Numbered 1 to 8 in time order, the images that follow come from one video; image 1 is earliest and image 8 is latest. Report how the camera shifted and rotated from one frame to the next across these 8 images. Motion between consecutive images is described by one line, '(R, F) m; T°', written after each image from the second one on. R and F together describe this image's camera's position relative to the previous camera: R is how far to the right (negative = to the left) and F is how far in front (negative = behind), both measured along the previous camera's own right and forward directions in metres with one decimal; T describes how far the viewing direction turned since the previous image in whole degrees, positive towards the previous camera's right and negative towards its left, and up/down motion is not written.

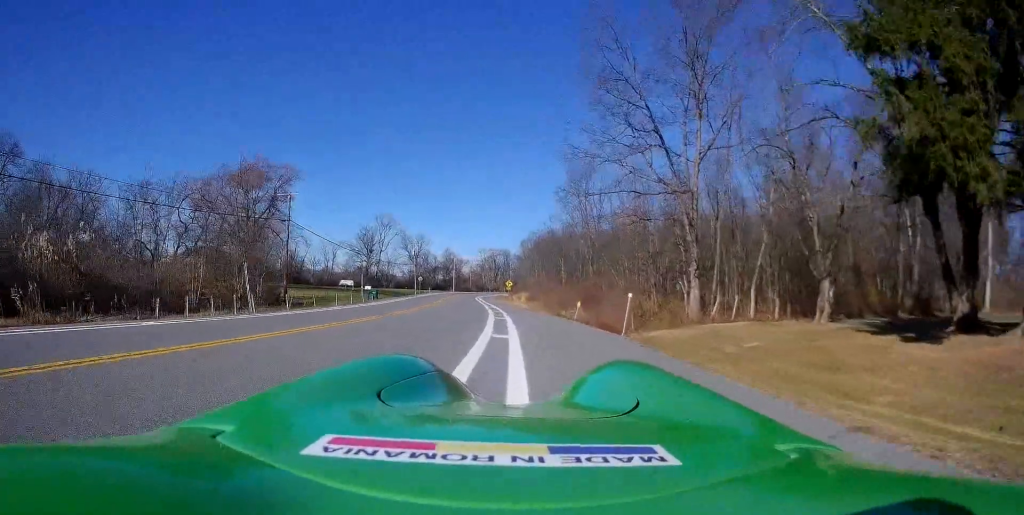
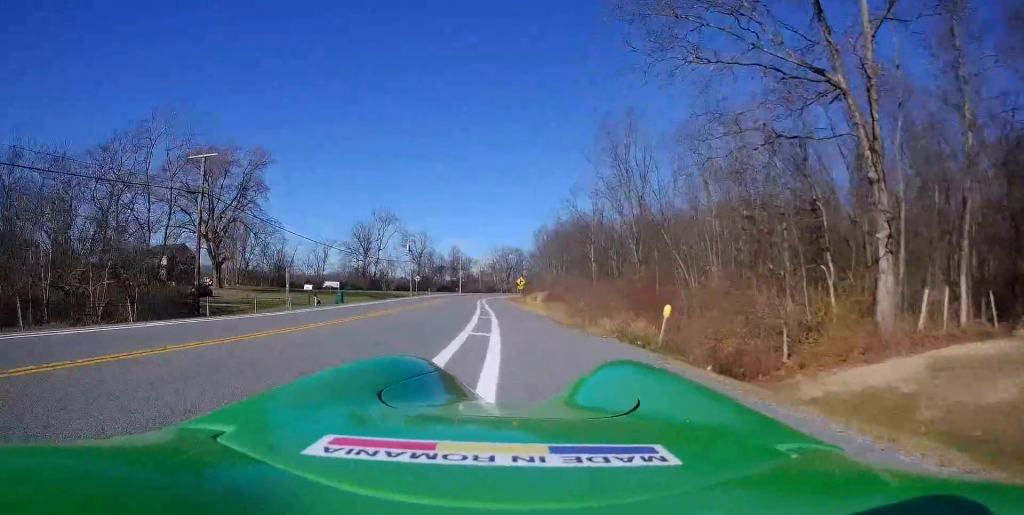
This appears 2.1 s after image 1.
(-0.2, +17.9) m; +1°
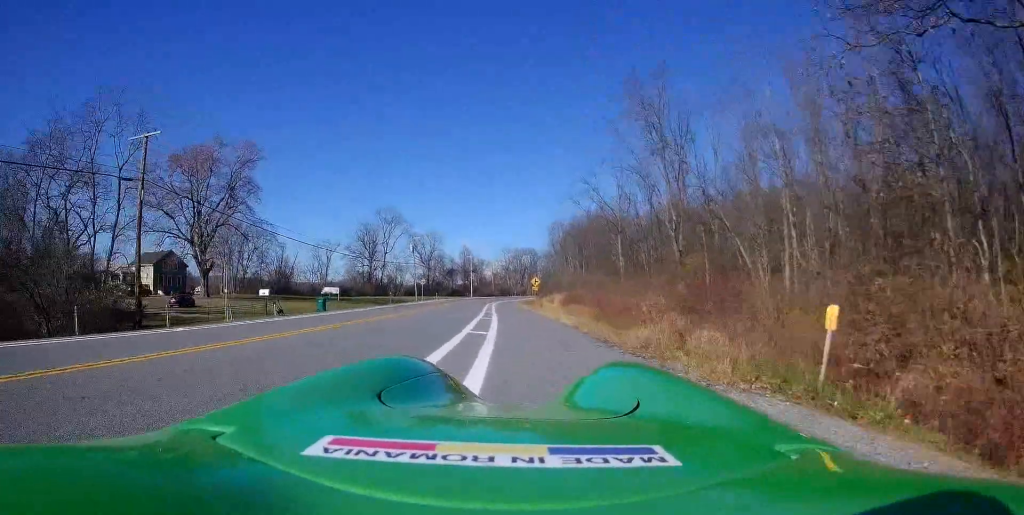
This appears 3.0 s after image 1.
(-0.1, +7.7) m; -3°
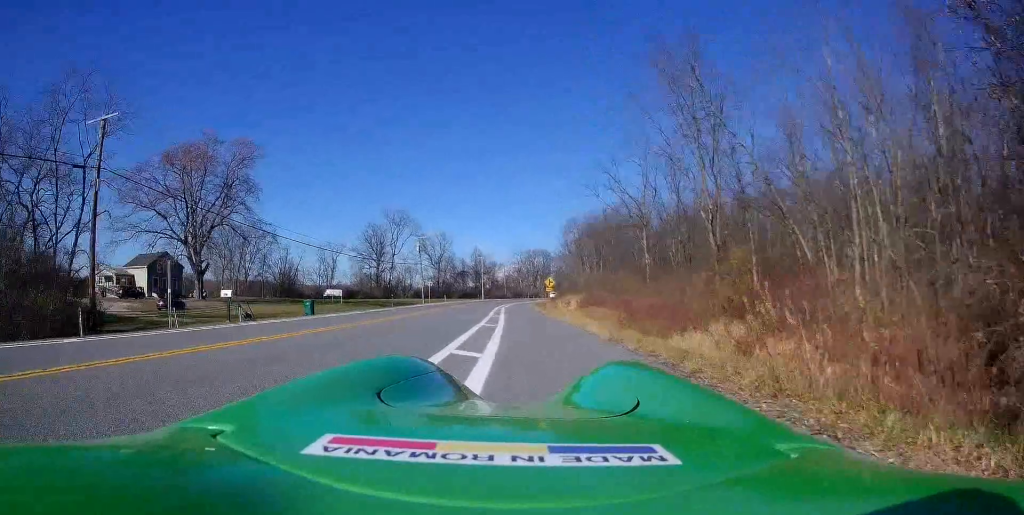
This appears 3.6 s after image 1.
(-0.1, +4.9) m; -2°
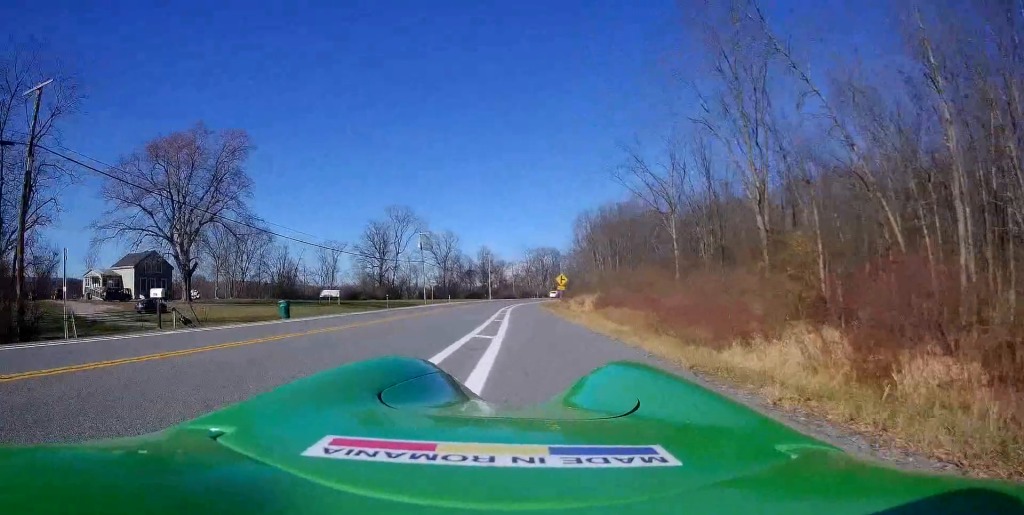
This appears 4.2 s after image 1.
(-0.2, +5.2) m; -2°
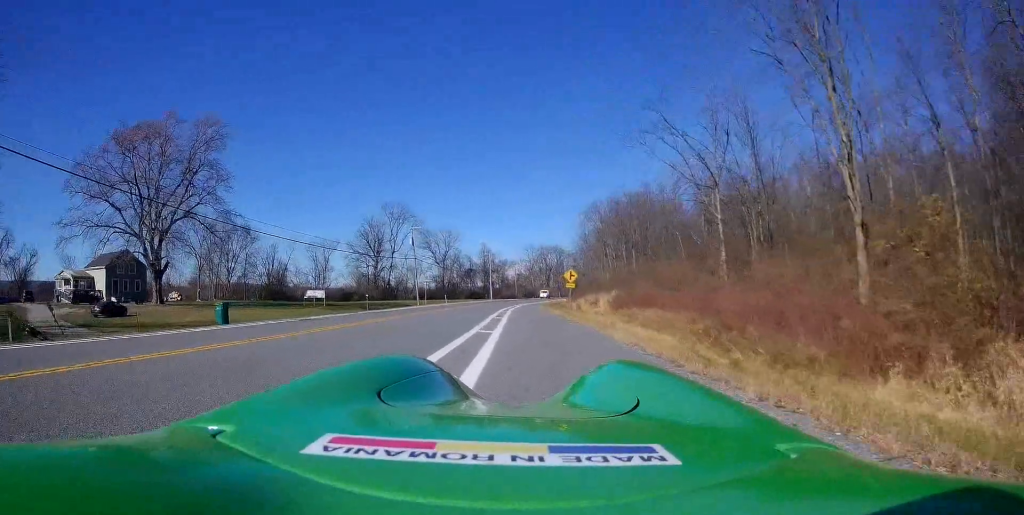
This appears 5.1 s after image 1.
(0.0, +7.5) m; 0°
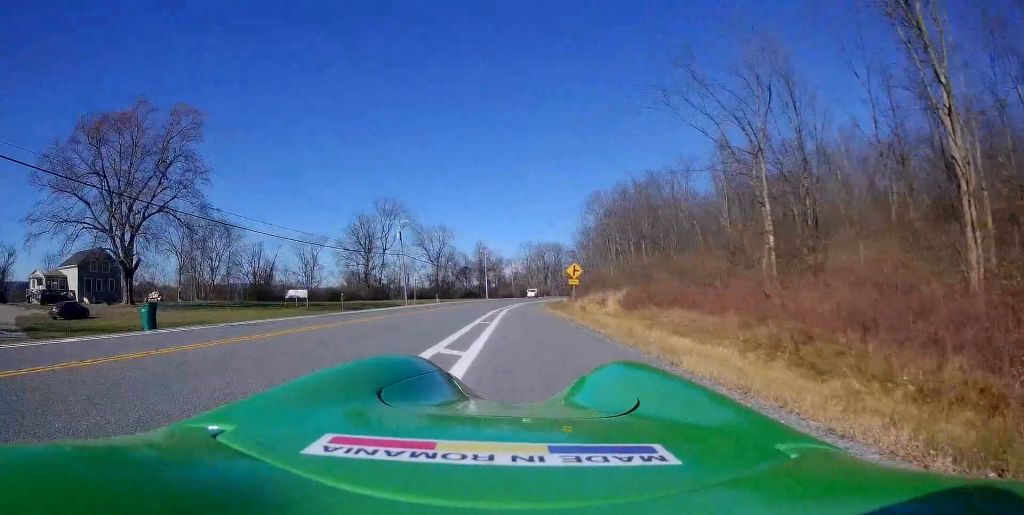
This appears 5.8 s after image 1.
(0.0, +5.3) m; 0°
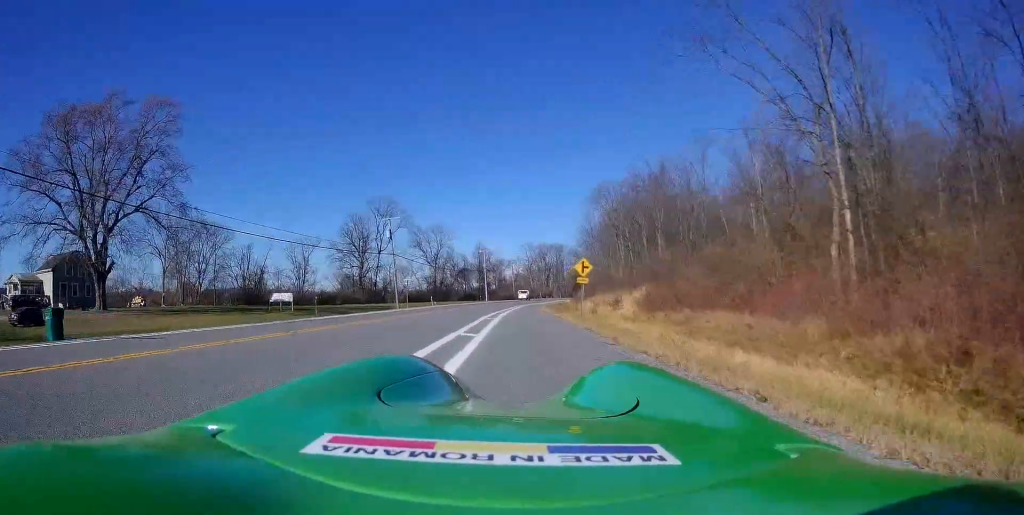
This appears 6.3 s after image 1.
(0.0, +4.9) m; 0°
